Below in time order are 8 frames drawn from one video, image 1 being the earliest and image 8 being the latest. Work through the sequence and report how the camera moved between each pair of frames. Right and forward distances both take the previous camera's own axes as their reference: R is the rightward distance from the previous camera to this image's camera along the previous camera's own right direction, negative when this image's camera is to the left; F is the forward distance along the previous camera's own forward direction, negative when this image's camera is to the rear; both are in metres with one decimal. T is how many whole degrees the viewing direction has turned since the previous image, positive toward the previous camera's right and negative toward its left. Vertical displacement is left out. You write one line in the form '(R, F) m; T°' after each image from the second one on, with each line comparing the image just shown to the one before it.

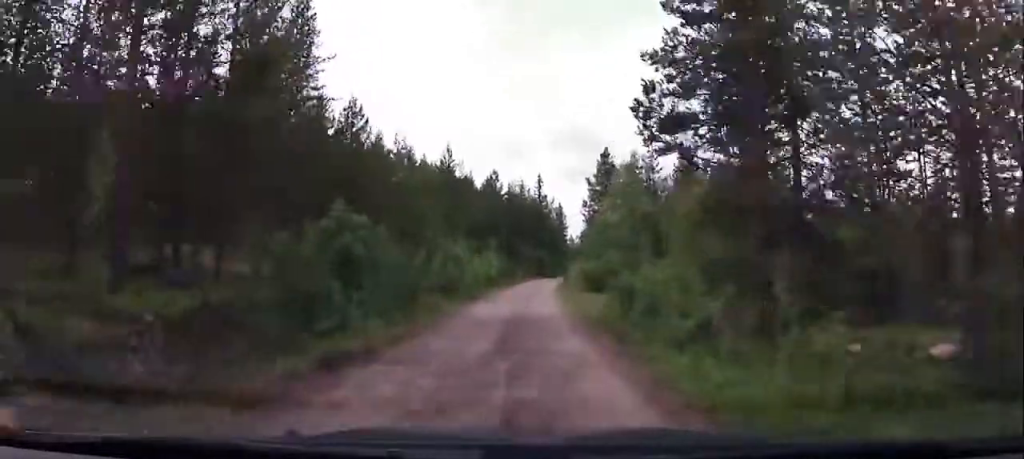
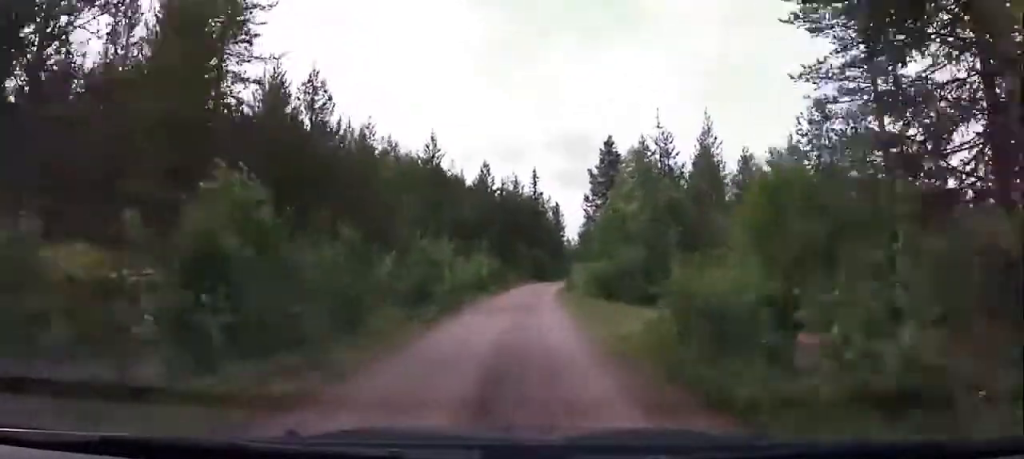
(-0.6, +7.9) m; -4°
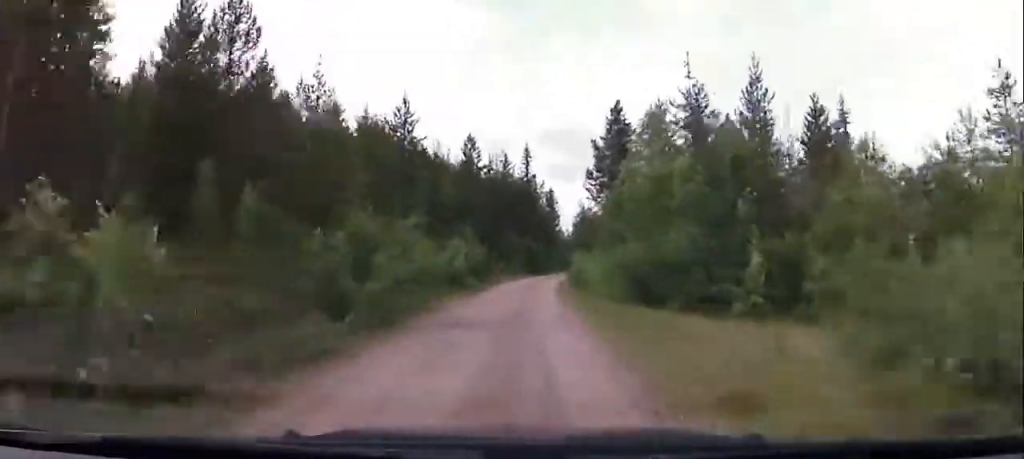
(-0.5, +10.7) m; -3°
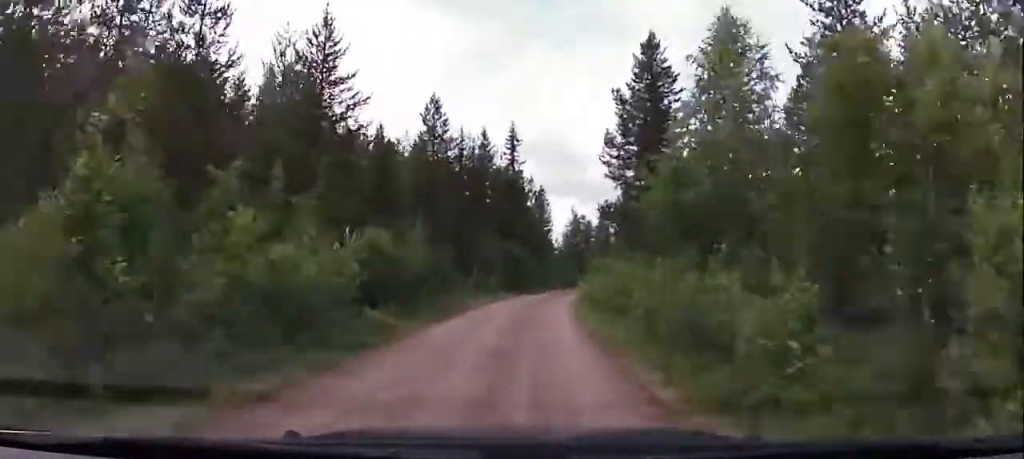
(+0.2, +18.3) m; +3°
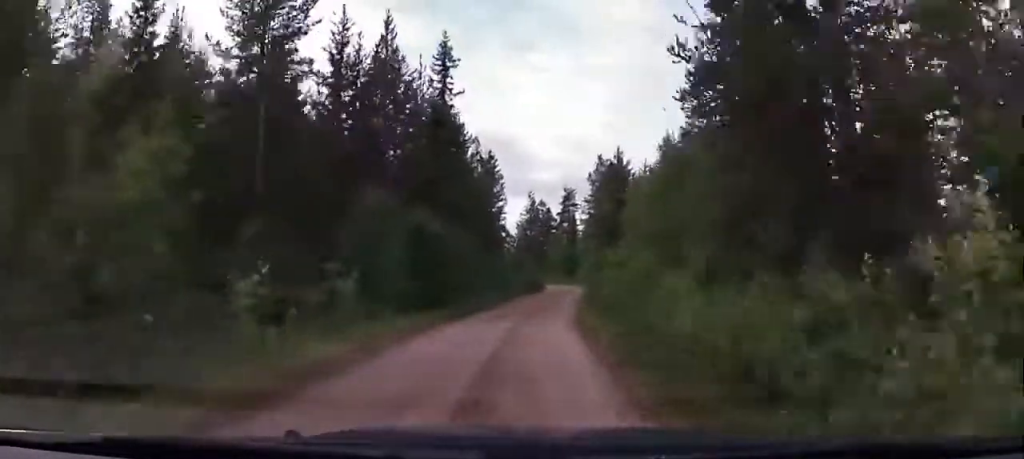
(+0.6, +24.3) m; +3°
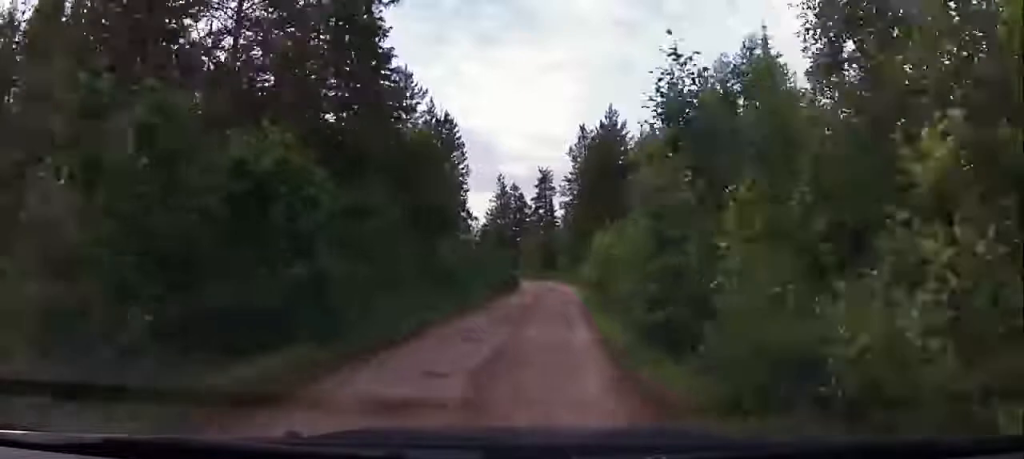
(+0.5, +13.2) m; +2°
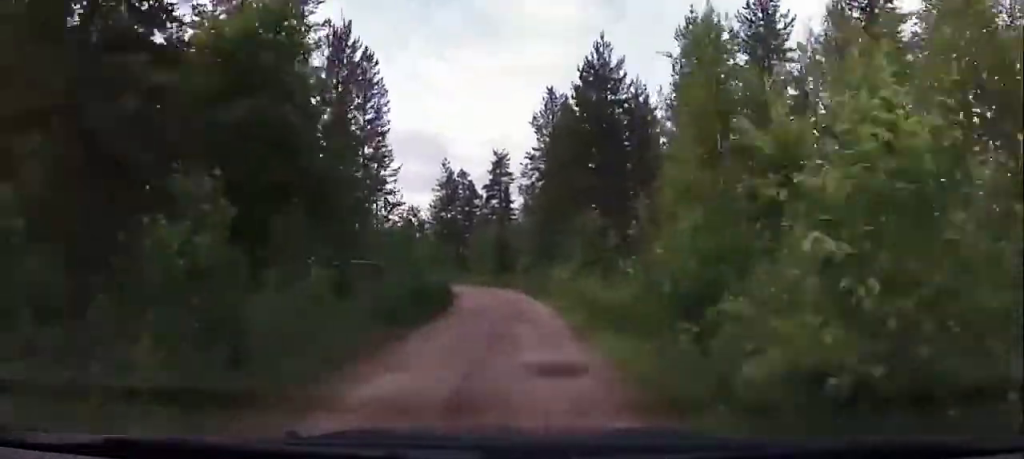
(+0.2, +16.0) m; -9°
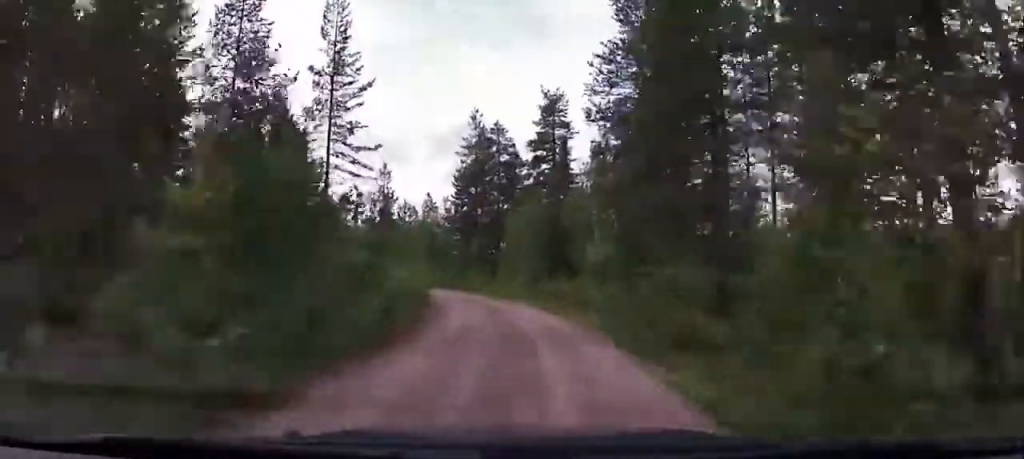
(-2.3, +24.0) m; +13°
